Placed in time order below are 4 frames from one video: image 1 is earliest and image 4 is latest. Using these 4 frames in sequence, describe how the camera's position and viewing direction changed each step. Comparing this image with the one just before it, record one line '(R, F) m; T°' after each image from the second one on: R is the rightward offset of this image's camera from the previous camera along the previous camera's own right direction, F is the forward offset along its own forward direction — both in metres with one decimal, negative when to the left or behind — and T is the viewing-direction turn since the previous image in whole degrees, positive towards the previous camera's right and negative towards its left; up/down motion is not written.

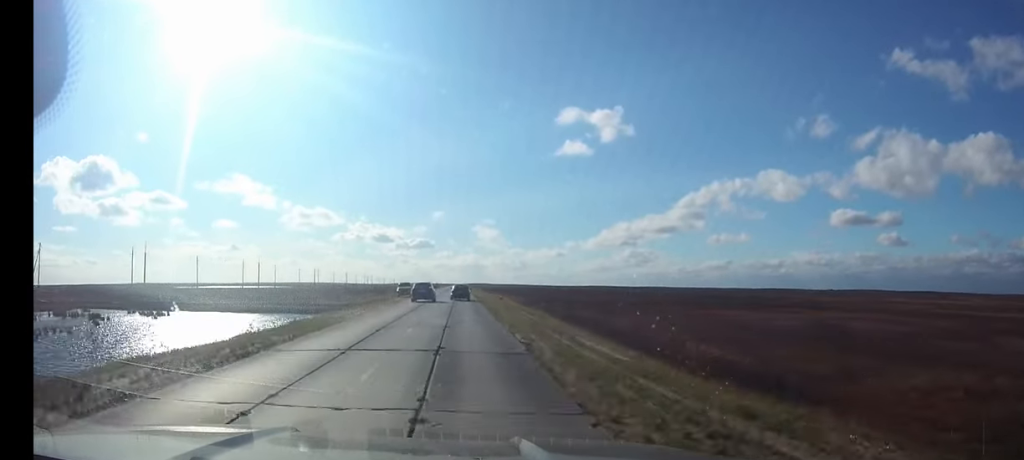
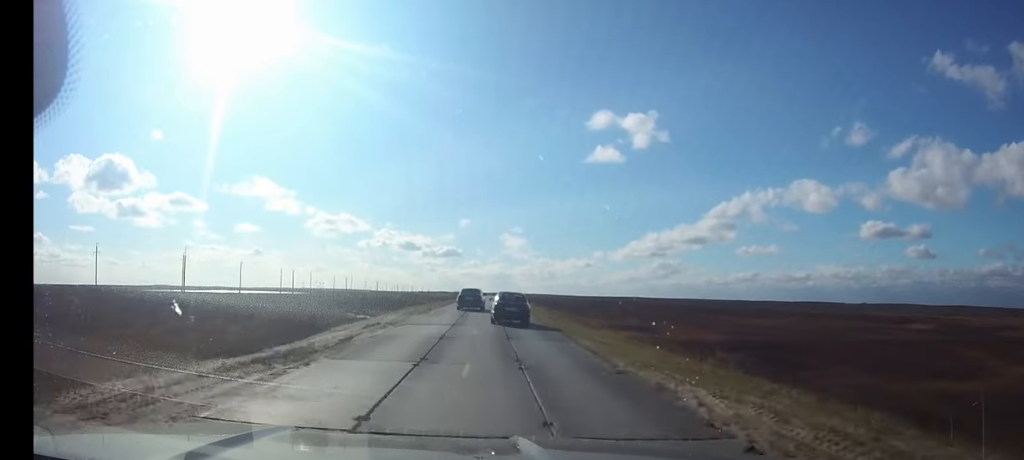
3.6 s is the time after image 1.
(-1.4, +80.5) m; -1°
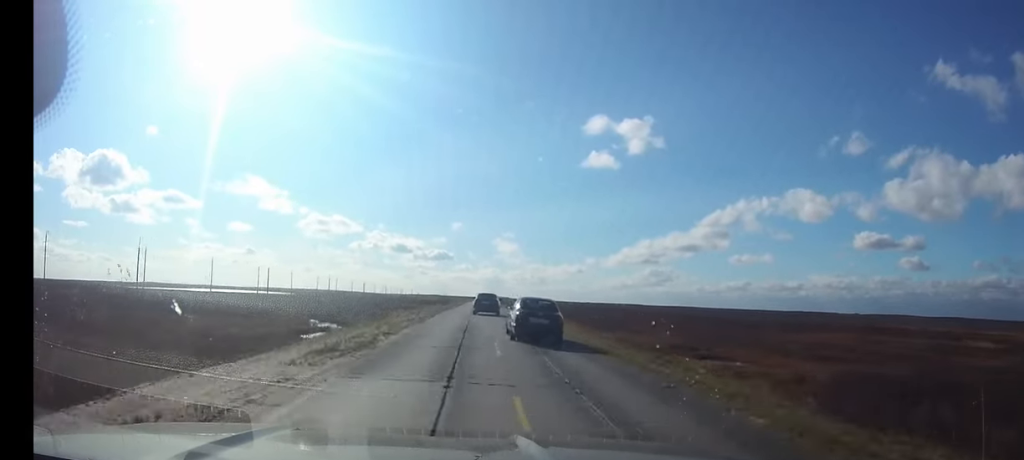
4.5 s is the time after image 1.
(+0.1, +21.0) m; +1°
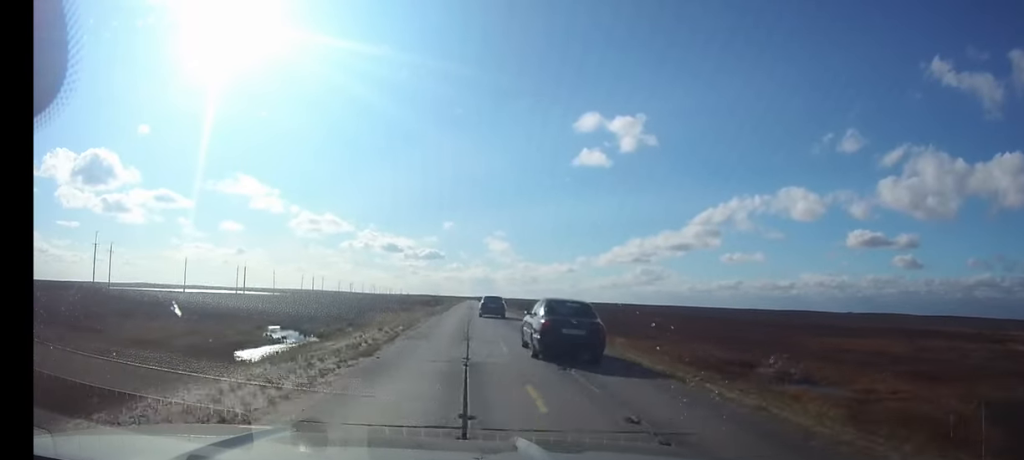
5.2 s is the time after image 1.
(+0.1, +15.7) m; 0°
